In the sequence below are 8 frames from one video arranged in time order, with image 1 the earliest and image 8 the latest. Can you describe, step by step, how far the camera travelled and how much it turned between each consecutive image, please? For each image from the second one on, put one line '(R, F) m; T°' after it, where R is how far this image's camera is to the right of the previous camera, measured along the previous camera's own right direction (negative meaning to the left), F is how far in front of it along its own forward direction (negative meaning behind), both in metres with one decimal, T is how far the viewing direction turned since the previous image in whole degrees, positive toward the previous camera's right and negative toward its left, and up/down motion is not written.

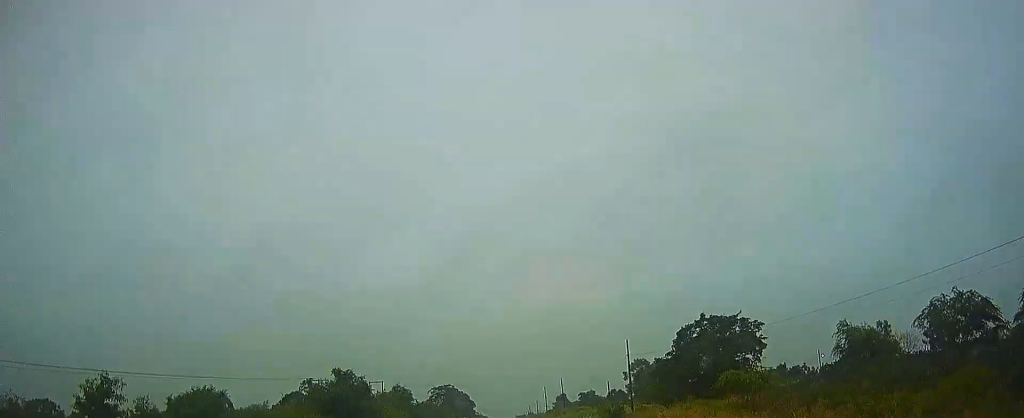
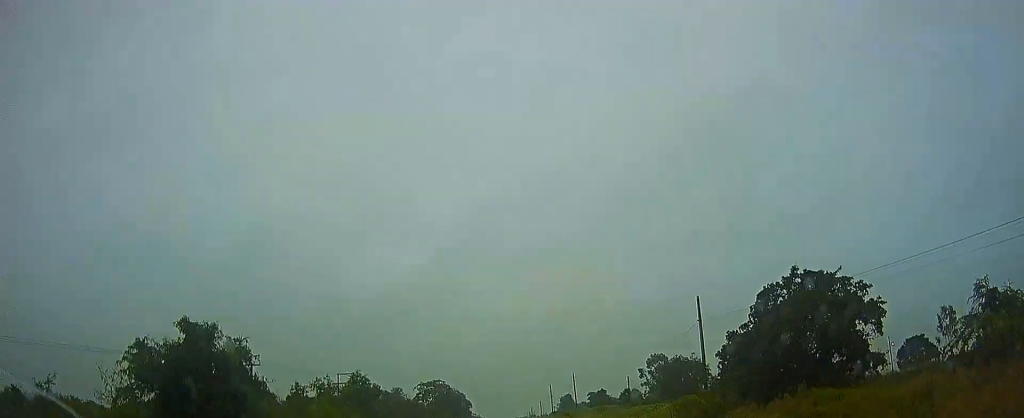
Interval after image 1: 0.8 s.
(0.0, +20.4) m; 0°
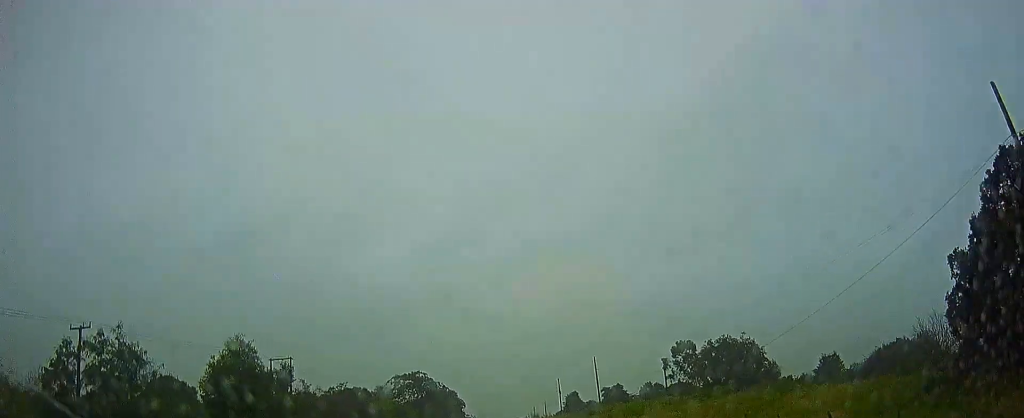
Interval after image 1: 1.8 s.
(-0.3, +25.3) m; -1°
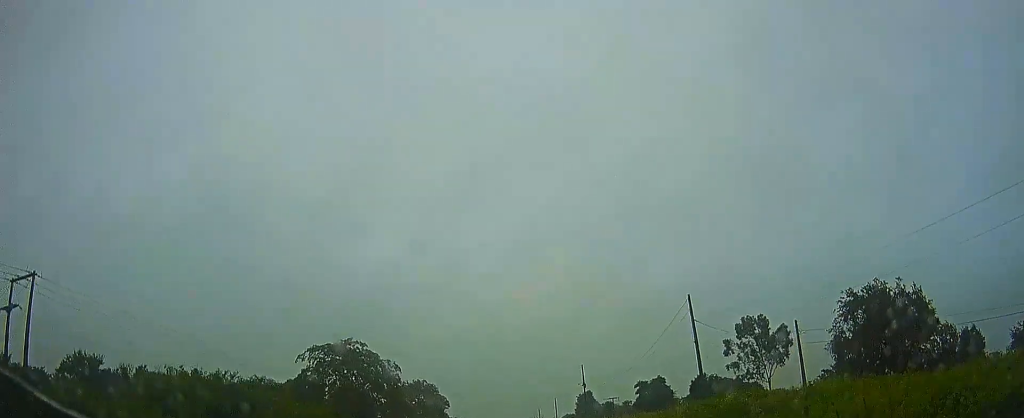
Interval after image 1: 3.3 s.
(+0.3, +39.2) m; +1°
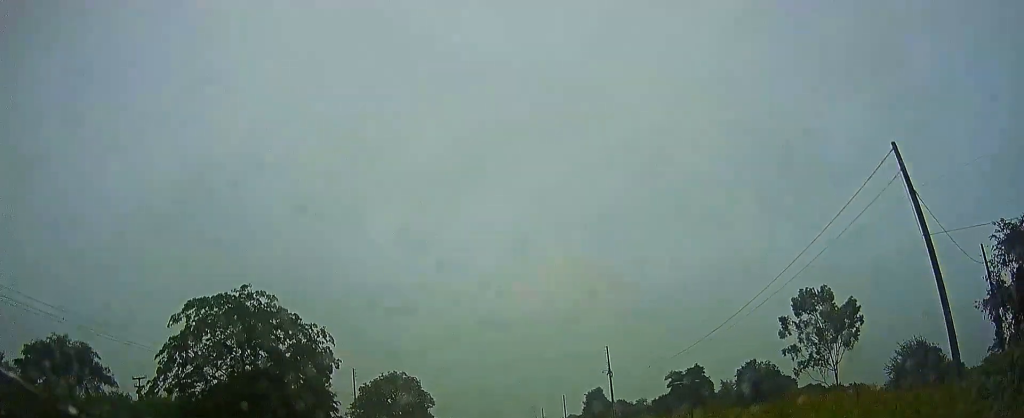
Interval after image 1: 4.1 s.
(+0.1, +21.6) m; 0°
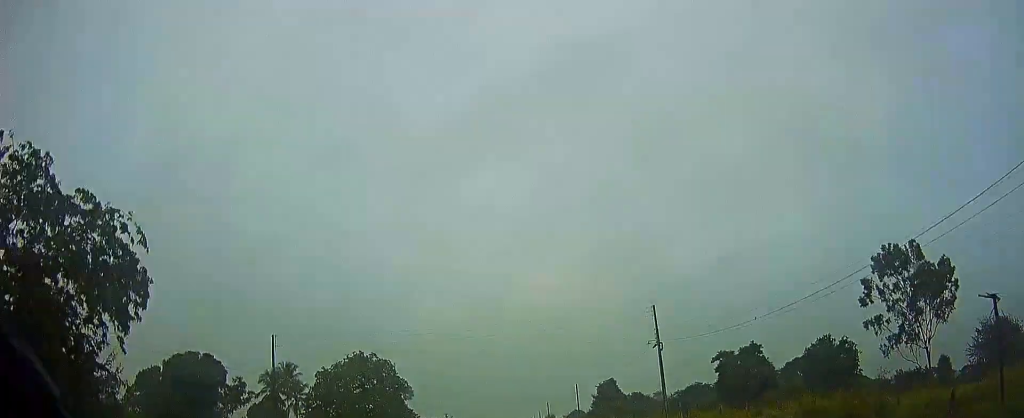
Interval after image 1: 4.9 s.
(0.0, +19.9) m; -1°
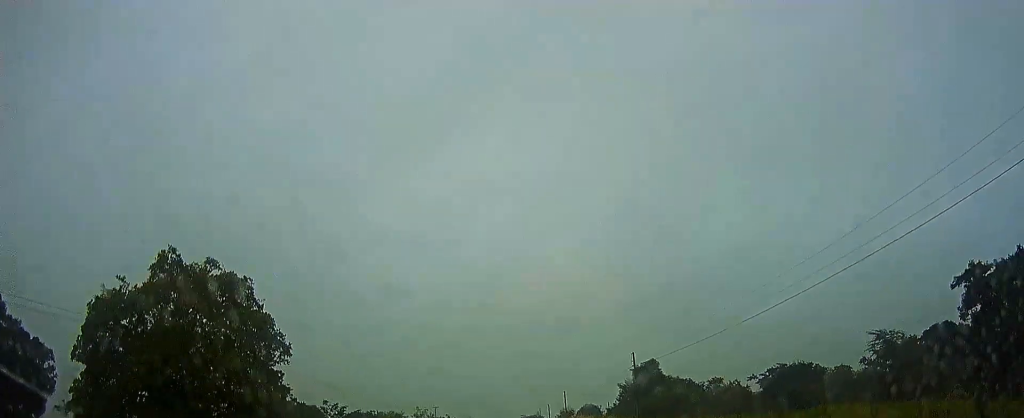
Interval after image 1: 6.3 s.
(-0.8, +40.2) m; -1°
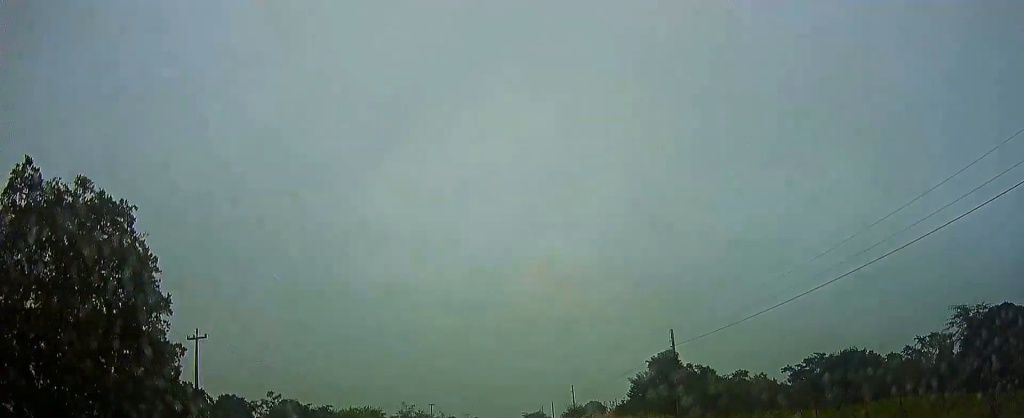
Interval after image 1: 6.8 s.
(+0.1, +12.0) m; +1°
